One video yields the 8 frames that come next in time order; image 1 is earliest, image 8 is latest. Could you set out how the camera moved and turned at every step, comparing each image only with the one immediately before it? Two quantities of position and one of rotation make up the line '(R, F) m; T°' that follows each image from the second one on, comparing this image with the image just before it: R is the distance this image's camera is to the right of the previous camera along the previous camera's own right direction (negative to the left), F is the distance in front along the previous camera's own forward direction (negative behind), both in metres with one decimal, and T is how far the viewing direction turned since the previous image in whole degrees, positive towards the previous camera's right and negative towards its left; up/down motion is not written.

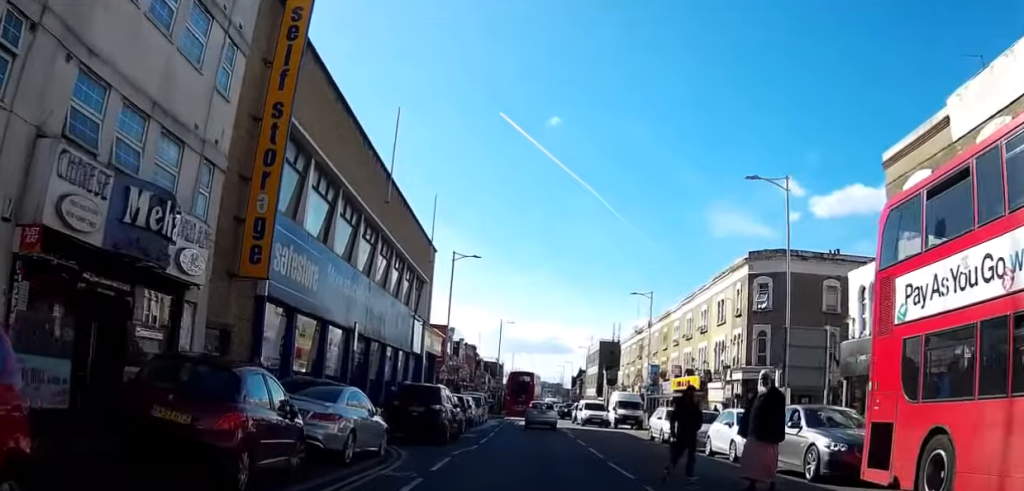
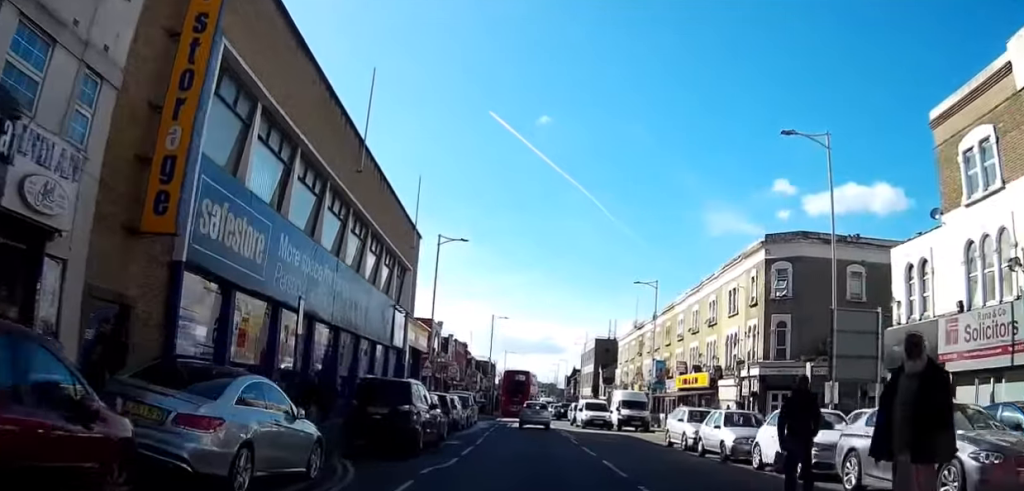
(0.0, +4.9) m; 0°
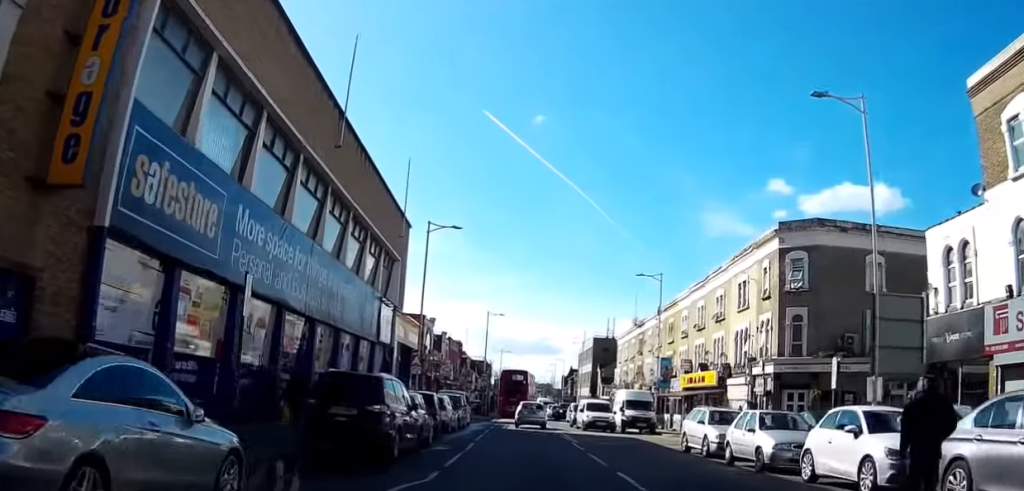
(0.0, +3.3) m; +1°
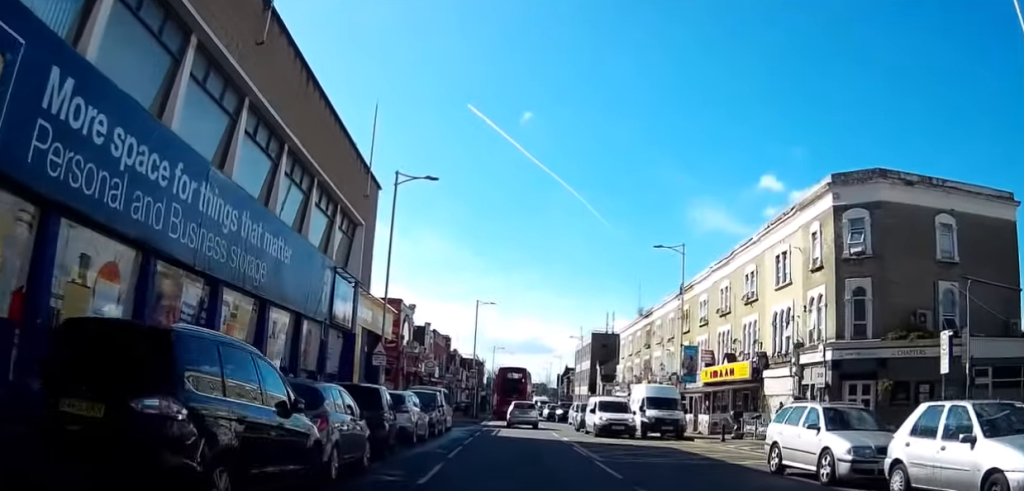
(+0.3, +8.9) m; +3°
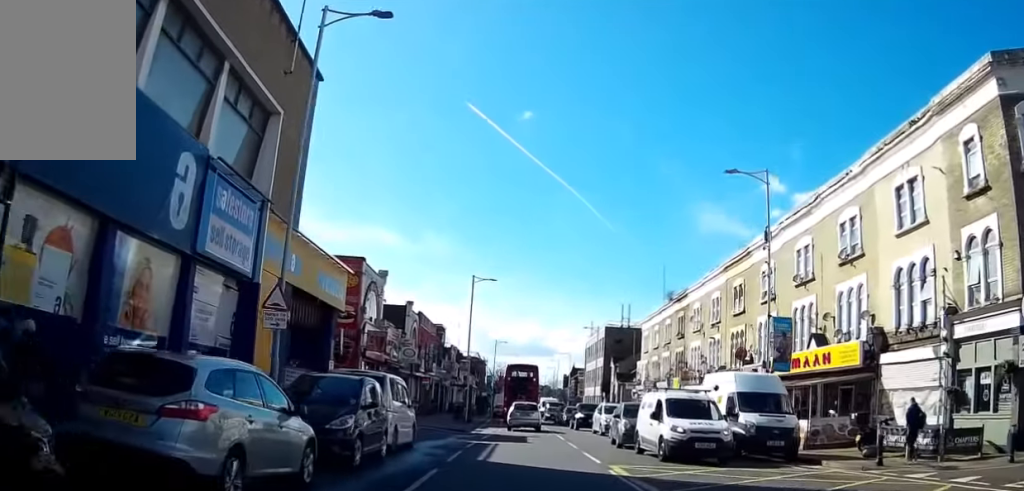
(0.0, +14.1) m; 0°
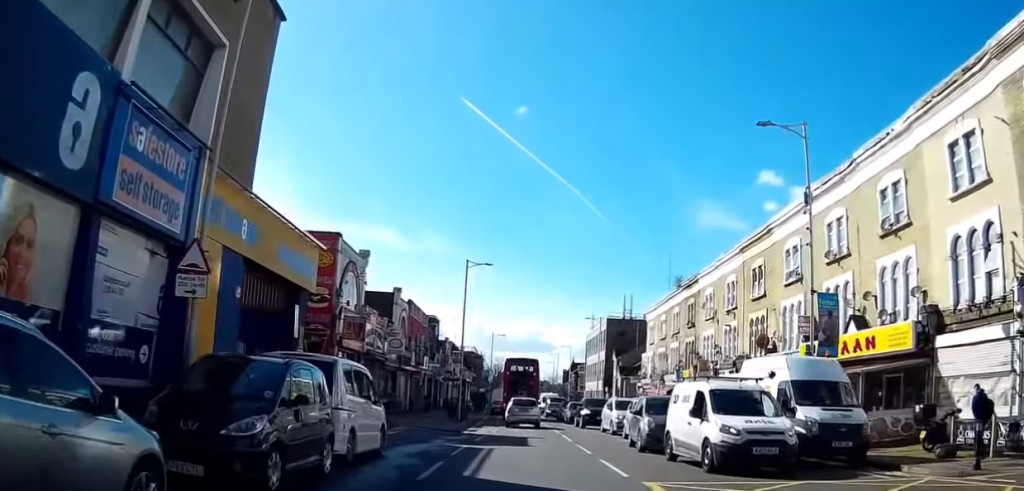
(0.0, +4.4) m; 0°
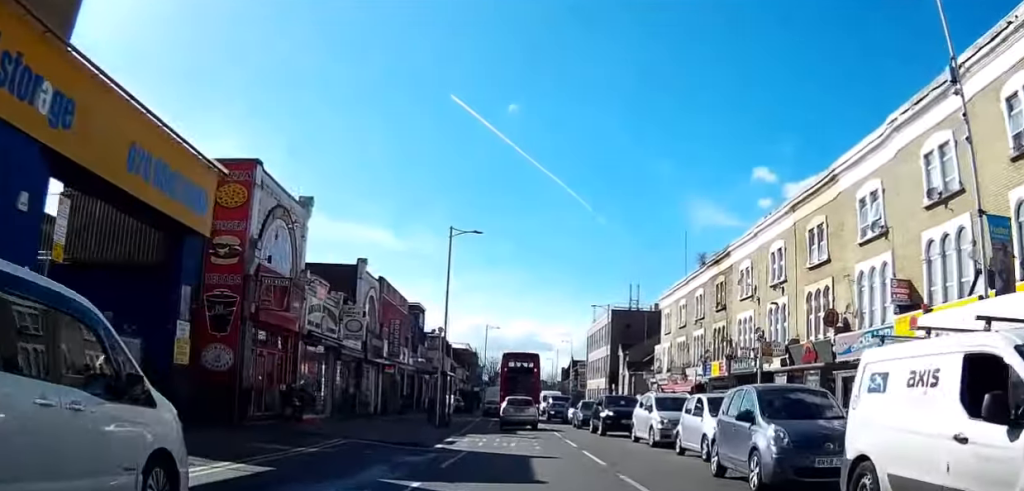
(+0.2, +10.0) m; +1°
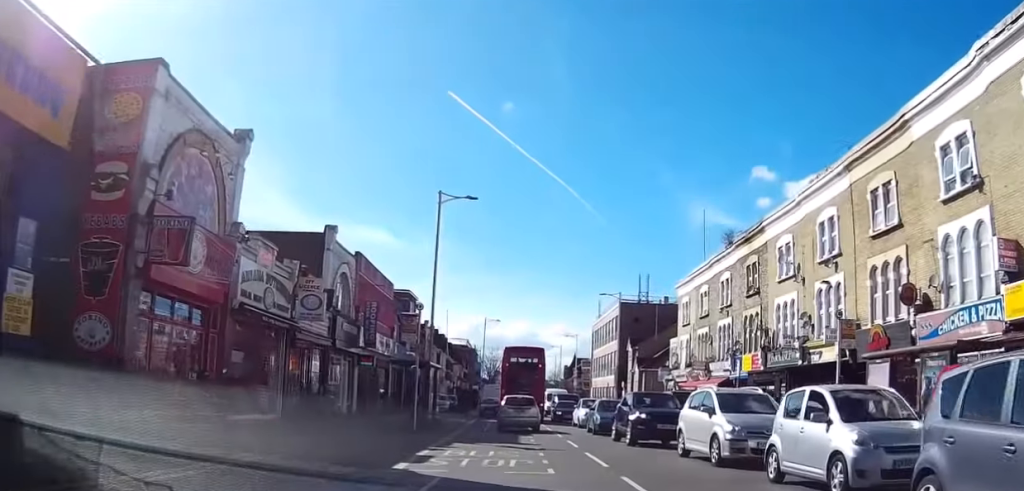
(0.0, +7.0) m; 0°
